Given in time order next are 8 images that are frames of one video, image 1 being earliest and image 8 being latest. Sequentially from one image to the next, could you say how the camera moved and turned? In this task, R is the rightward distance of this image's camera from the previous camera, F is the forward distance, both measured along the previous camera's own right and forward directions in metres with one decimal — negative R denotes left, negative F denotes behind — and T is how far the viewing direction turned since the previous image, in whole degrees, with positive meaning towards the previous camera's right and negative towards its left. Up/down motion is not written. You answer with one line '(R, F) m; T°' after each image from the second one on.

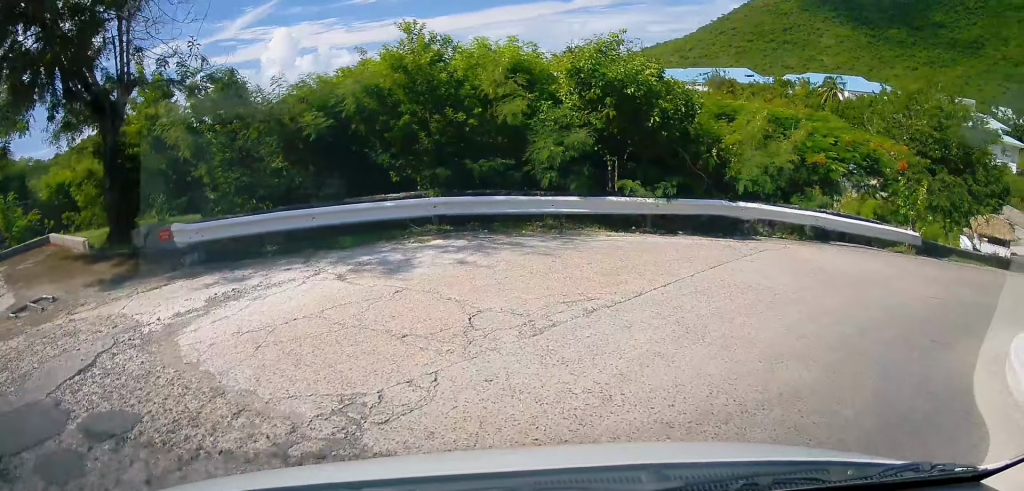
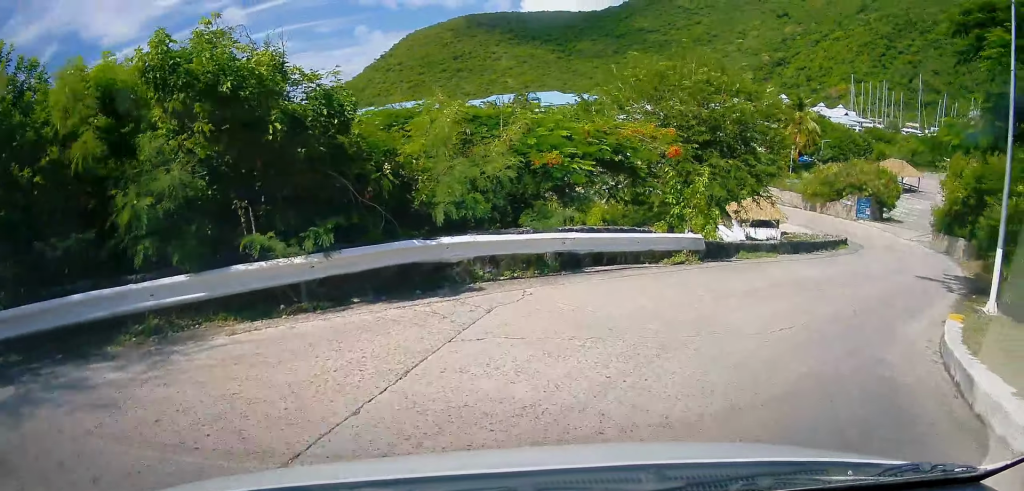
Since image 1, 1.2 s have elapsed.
(+0.7, +3.8) m; +23°
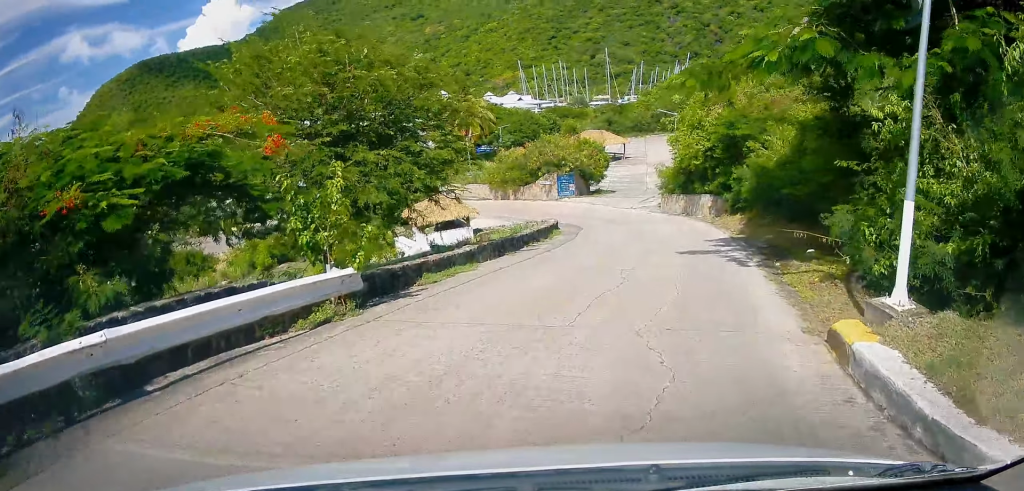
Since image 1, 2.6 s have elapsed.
(+1.0, +4.6) m; +29°
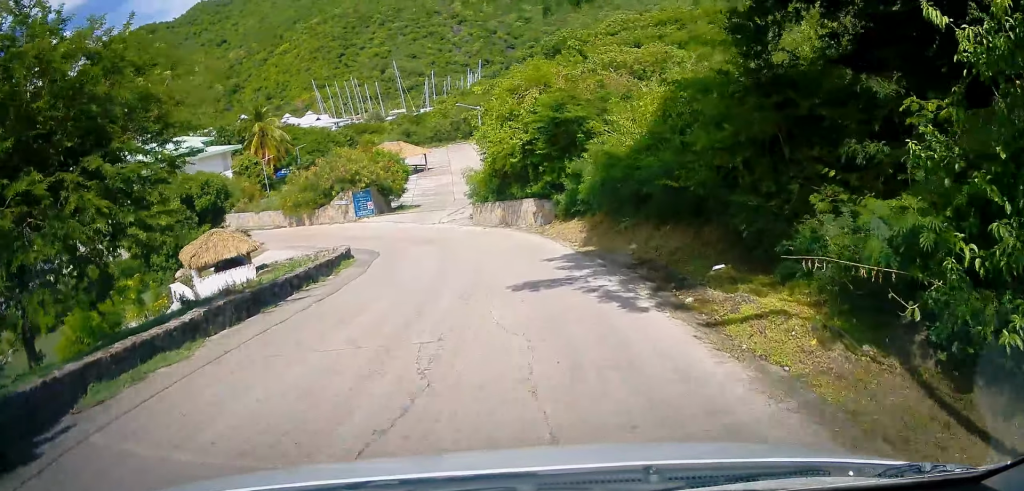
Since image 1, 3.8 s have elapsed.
(+1.2, +4.8) m; +18°
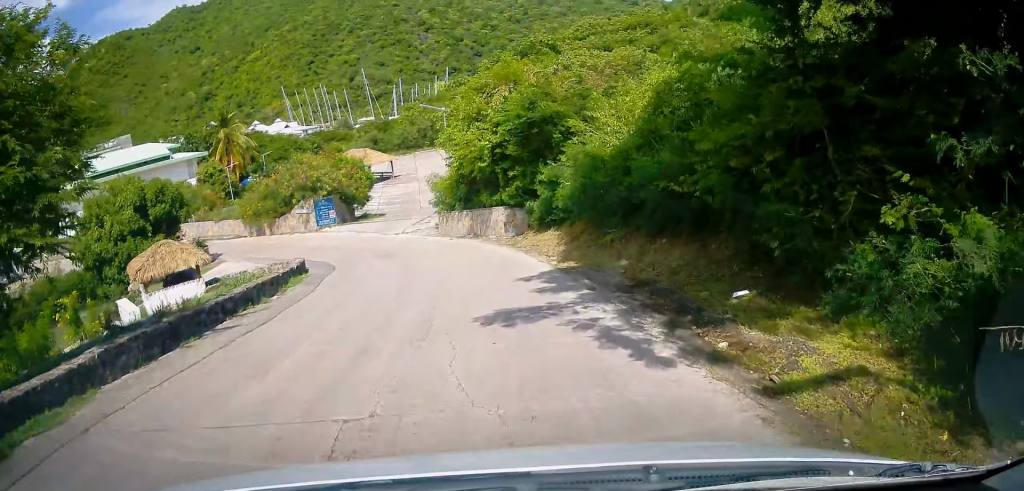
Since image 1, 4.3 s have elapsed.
(0.0, +2.1) m; -3°
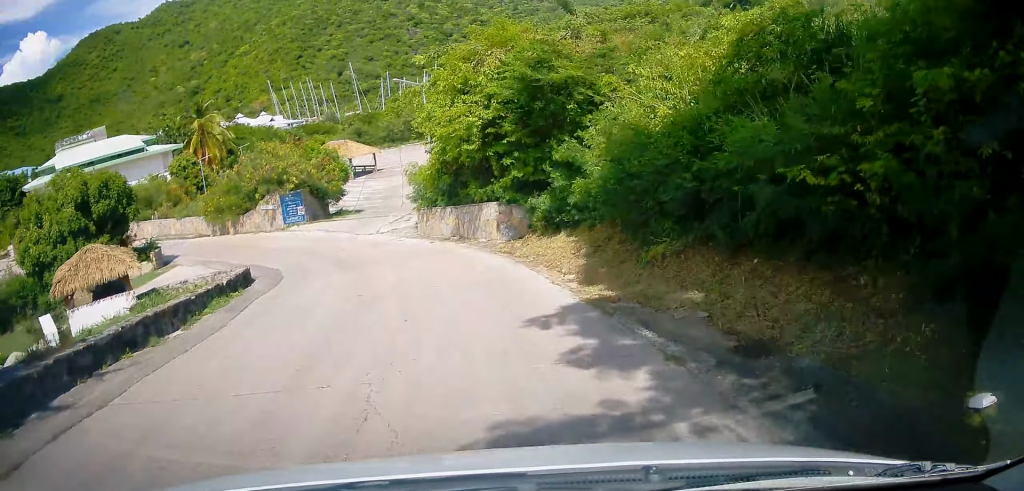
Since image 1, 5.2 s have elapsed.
(-0.2, +4.3) m; -6°
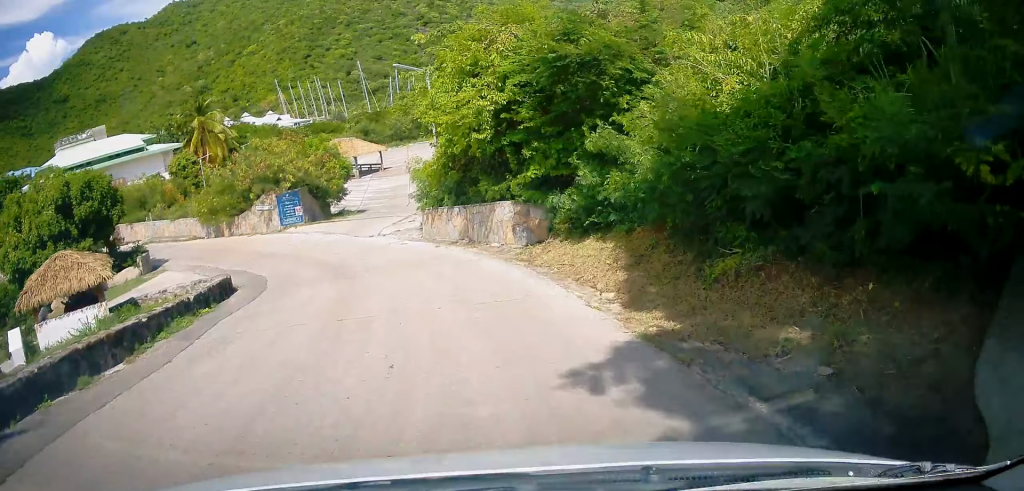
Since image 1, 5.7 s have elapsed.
(-0.1, +2.1) m; -3°
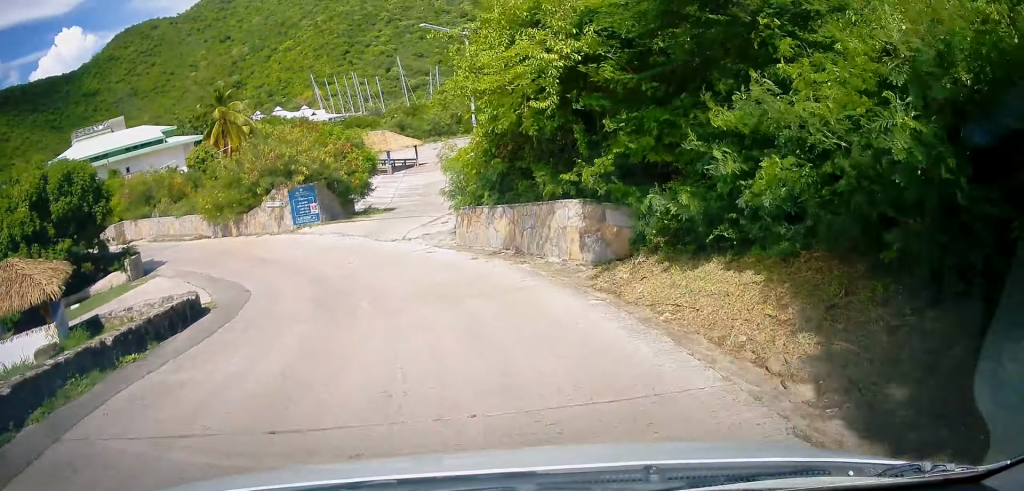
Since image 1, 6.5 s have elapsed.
(0.0, +3.9) m; -1°
